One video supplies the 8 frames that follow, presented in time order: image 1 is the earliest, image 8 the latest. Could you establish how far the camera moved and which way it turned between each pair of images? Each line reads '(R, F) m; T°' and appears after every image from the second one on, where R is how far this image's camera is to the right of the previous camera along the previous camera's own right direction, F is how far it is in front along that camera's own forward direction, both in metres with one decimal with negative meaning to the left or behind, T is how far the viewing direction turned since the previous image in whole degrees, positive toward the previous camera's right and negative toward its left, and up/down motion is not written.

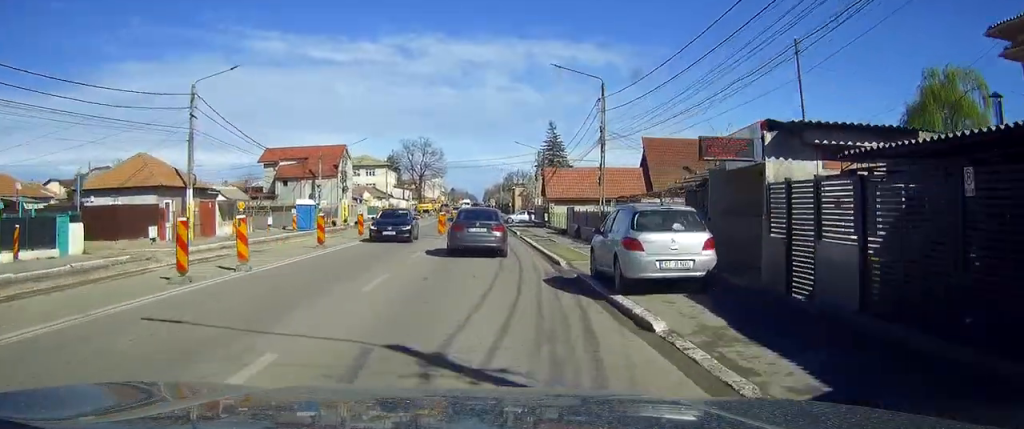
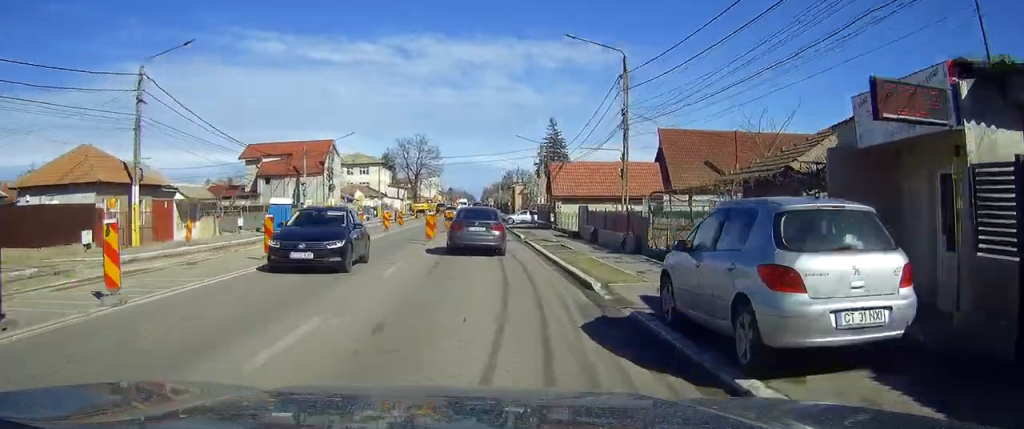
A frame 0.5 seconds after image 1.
(0.0, +6.2) m; 0°
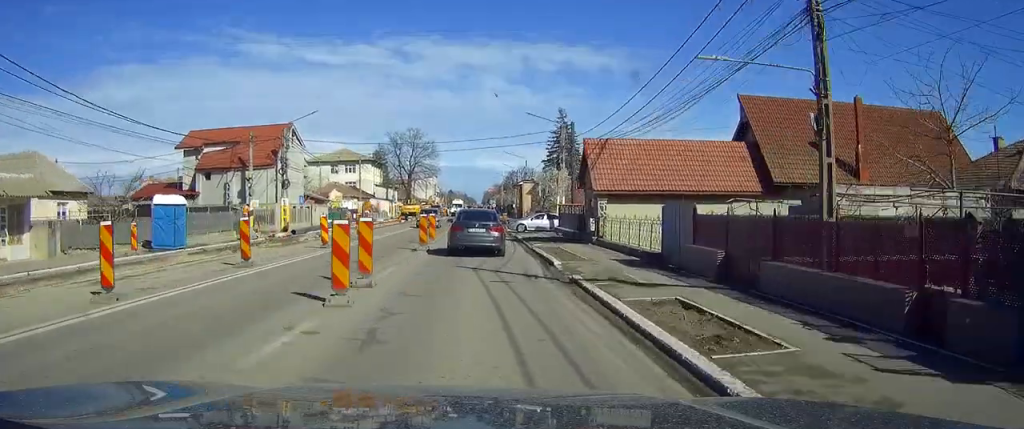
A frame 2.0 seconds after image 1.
(0.0, +17.7) m; 0°
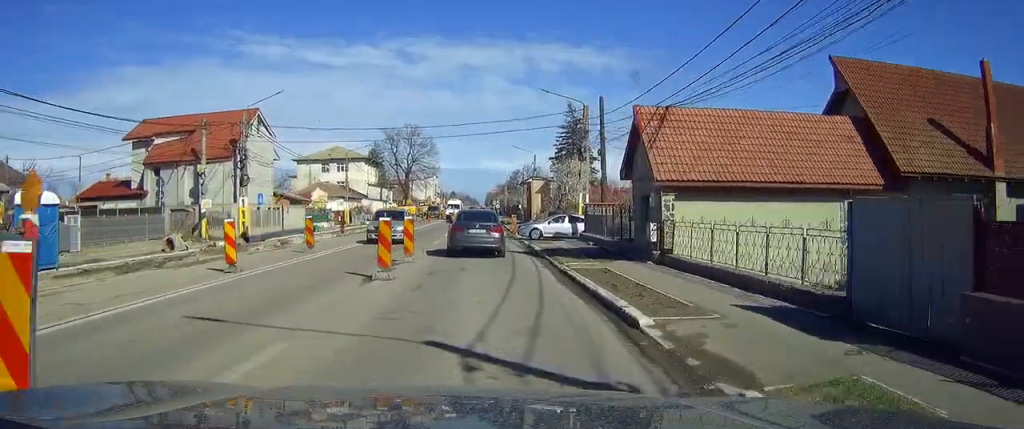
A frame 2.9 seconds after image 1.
(0.0, +10.6) m; 0°
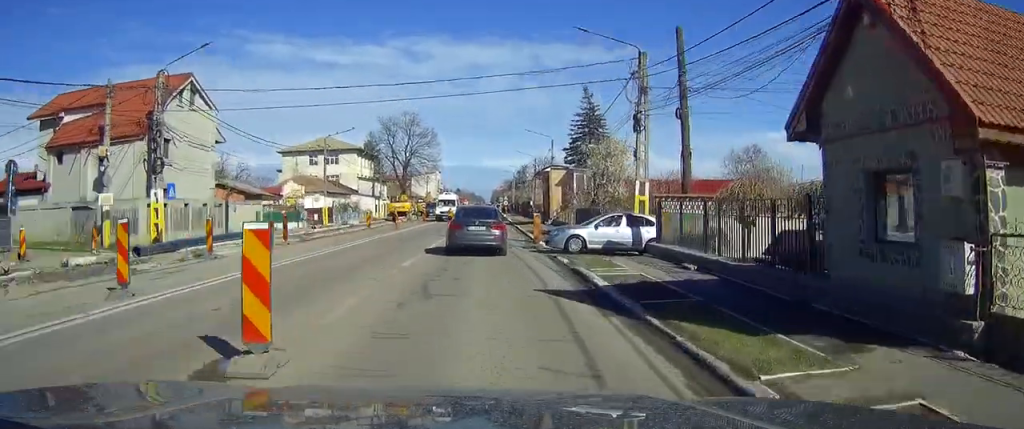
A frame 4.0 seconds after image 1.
(0.0, +13.8) m; -1°
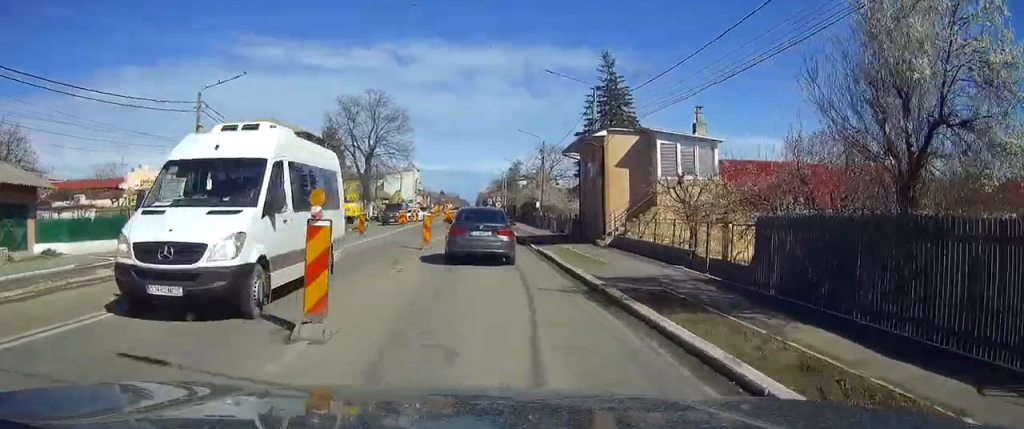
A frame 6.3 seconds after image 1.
(-0.3, +28.9) m; 0°
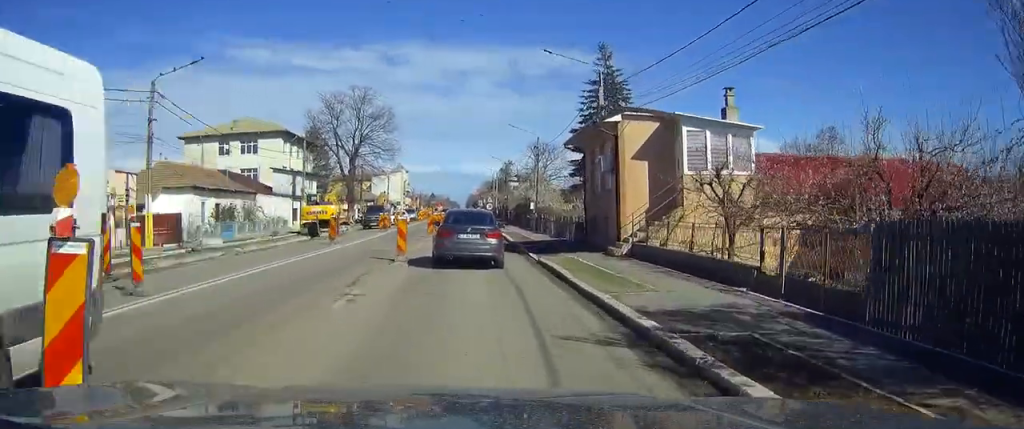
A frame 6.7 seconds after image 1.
(+0.1, +4.9) m; 0°
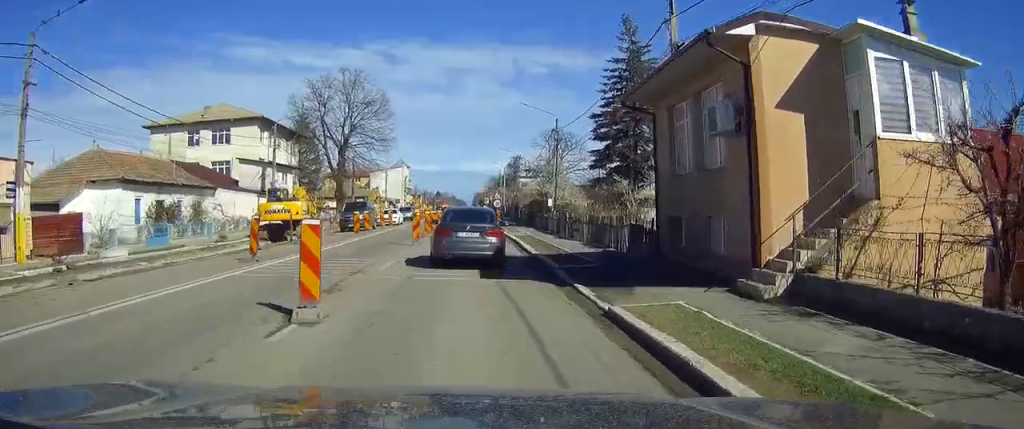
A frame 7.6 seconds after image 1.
(+0.1, +11.5) m; 0°
